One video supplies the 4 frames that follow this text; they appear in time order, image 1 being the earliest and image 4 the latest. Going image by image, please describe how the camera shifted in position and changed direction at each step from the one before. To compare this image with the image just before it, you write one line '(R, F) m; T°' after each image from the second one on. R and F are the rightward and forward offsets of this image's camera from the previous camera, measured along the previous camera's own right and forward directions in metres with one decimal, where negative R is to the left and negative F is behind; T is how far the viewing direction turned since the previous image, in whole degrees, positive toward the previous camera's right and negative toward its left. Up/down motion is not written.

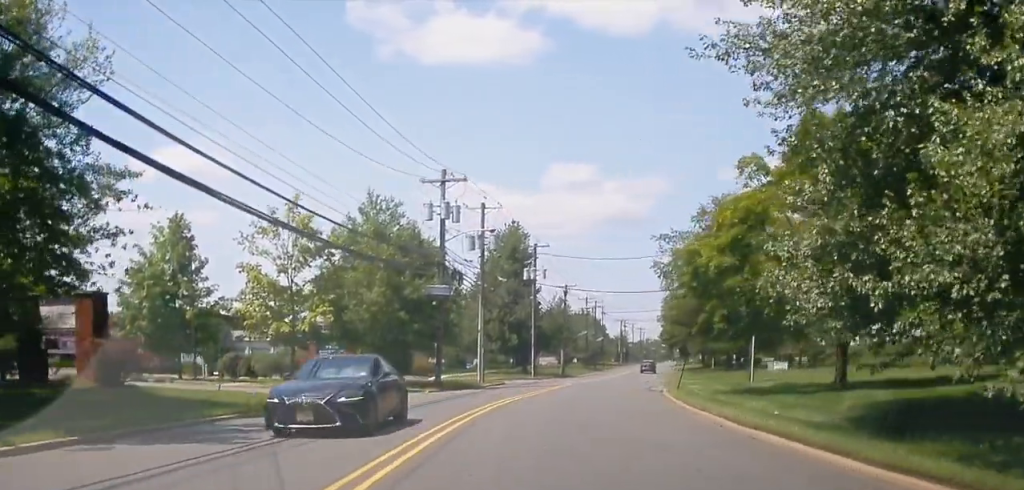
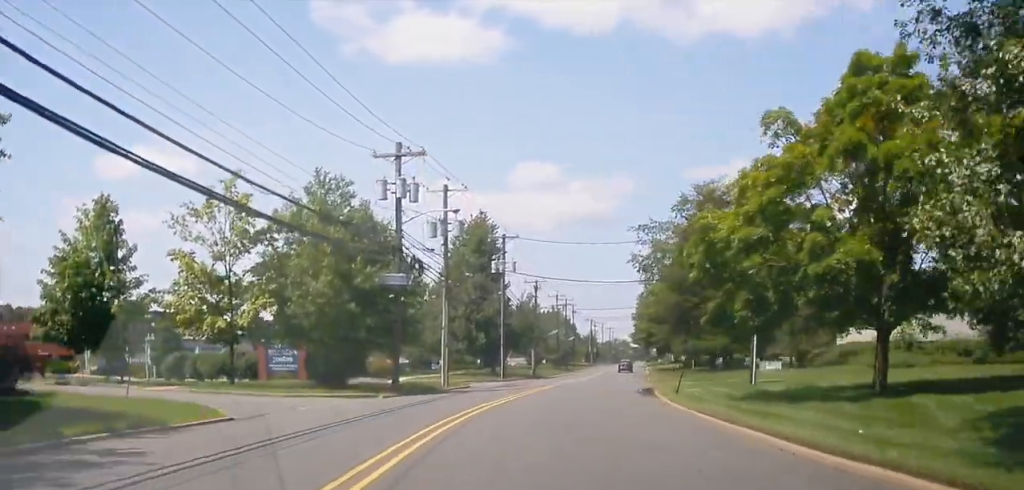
(+0.1, +4.9) m; 0°
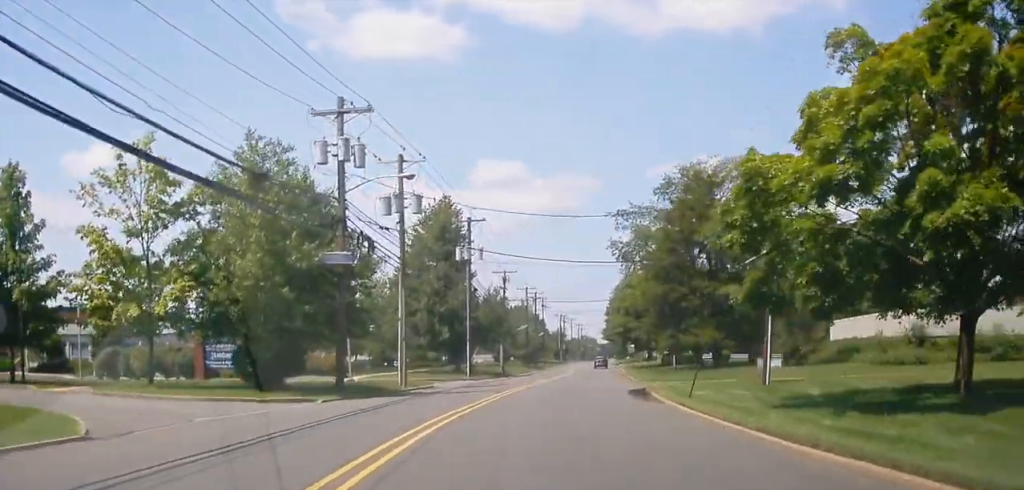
(+0.3, +5.7) m; -1°
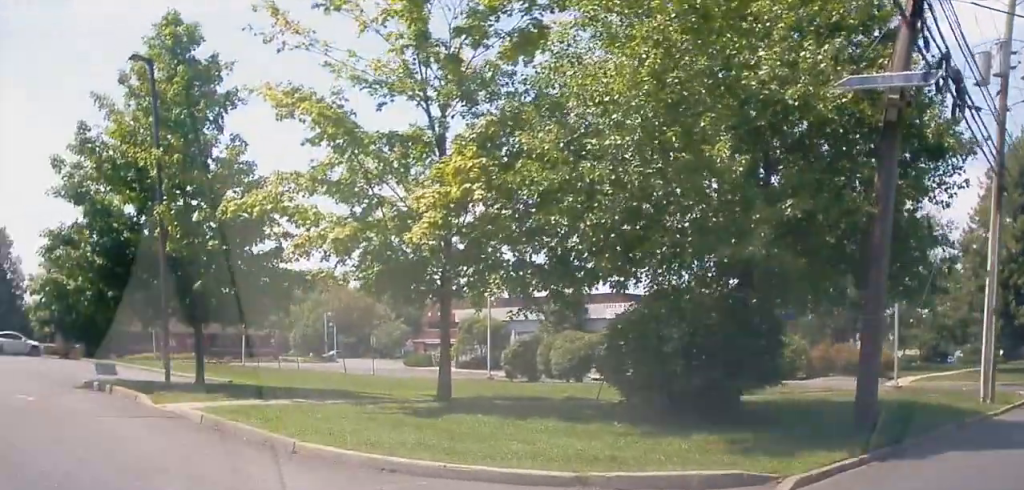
(-6.4, +14.4) m; -64°
